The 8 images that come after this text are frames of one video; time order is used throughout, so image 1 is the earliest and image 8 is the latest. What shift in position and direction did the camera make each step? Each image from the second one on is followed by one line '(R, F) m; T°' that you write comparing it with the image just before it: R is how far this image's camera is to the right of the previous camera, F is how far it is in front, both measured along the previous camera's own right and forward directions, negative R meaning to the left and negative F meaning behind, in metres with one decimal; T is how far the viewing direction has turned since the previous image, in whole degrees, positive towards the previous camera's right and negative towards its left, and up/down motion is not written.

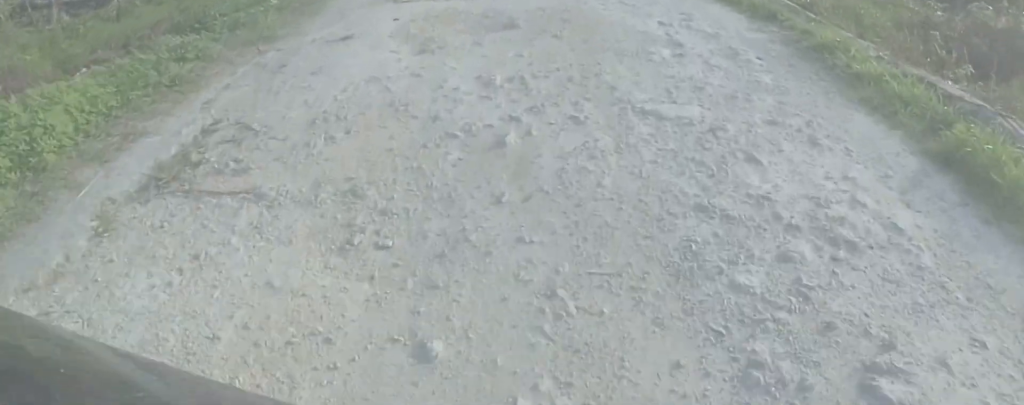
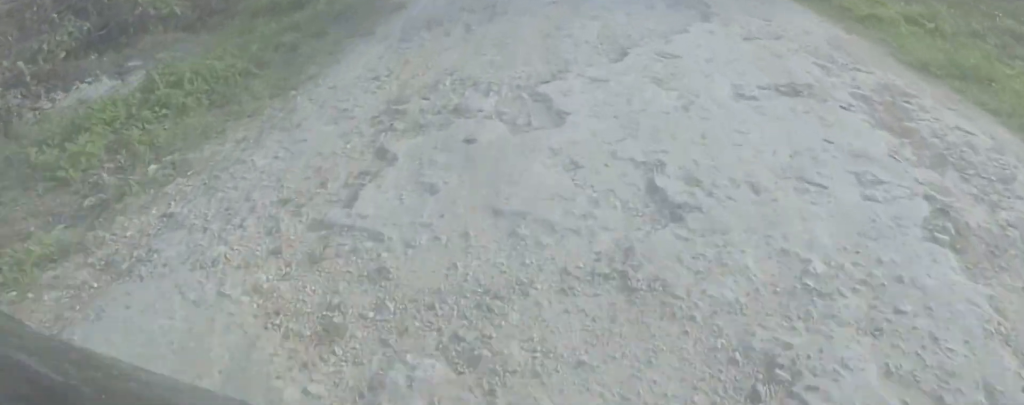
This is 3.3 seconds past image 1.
(+1.1, +21.9) m; 0°
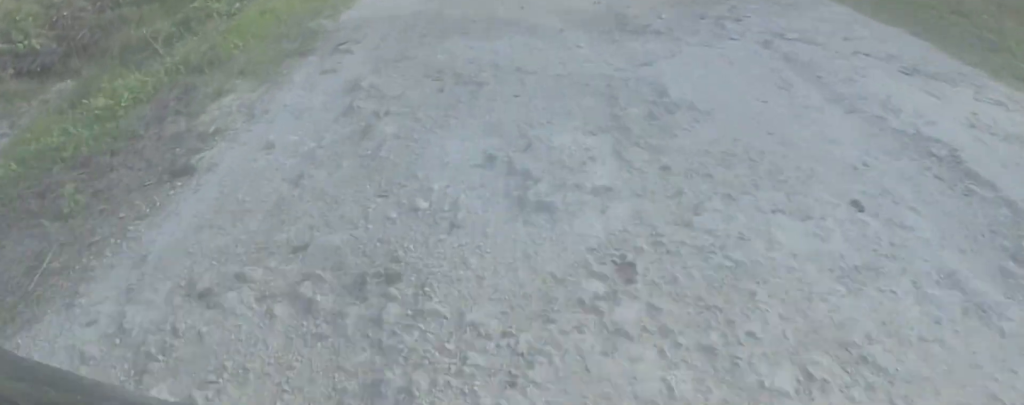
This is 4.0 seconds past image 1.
(+0.6, +6.0) m; 0°
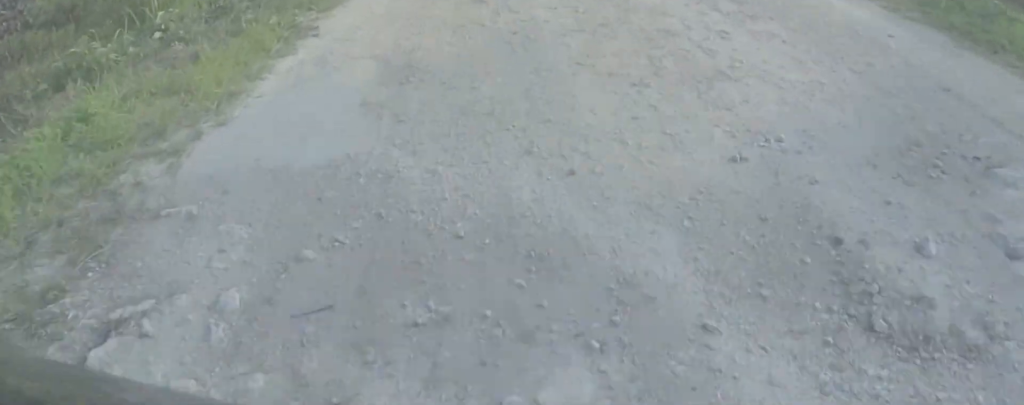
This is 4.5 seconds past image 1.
(+0.2, +3.8) m; -1°
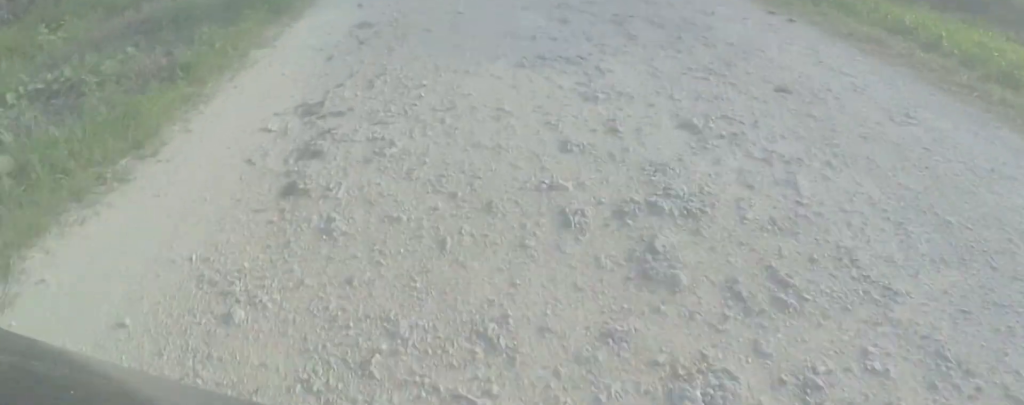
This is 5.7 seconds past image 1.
(-1.2, +10.6) m; -7°
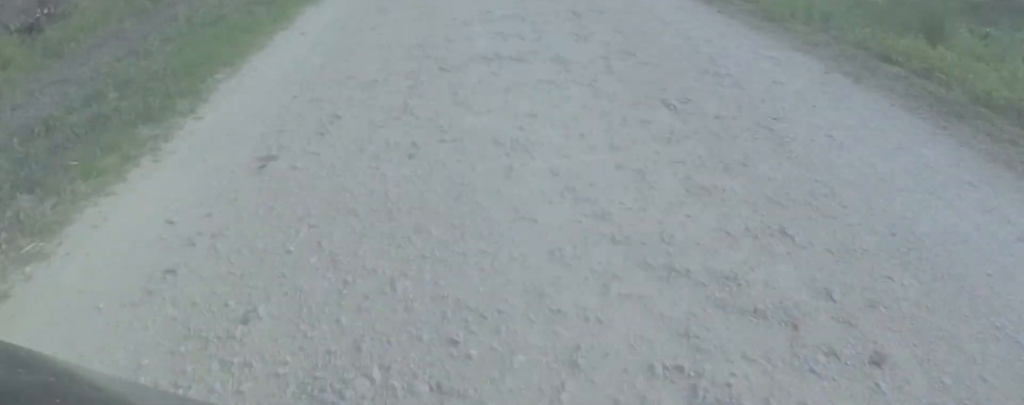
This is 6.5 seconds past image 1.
(0.0, +7.1) m; 0°
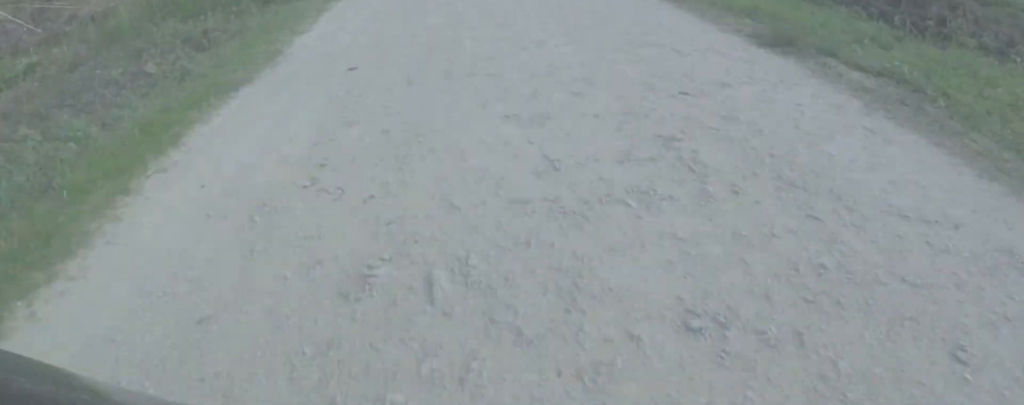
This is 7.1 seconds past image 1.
(0.0, +5.0) m; 0°
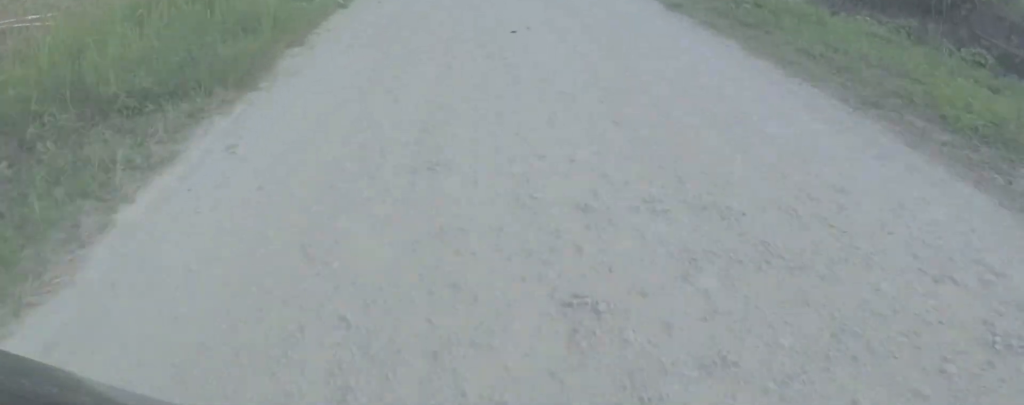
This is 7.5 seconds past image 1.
(0.0, +3.6) m; +1°
